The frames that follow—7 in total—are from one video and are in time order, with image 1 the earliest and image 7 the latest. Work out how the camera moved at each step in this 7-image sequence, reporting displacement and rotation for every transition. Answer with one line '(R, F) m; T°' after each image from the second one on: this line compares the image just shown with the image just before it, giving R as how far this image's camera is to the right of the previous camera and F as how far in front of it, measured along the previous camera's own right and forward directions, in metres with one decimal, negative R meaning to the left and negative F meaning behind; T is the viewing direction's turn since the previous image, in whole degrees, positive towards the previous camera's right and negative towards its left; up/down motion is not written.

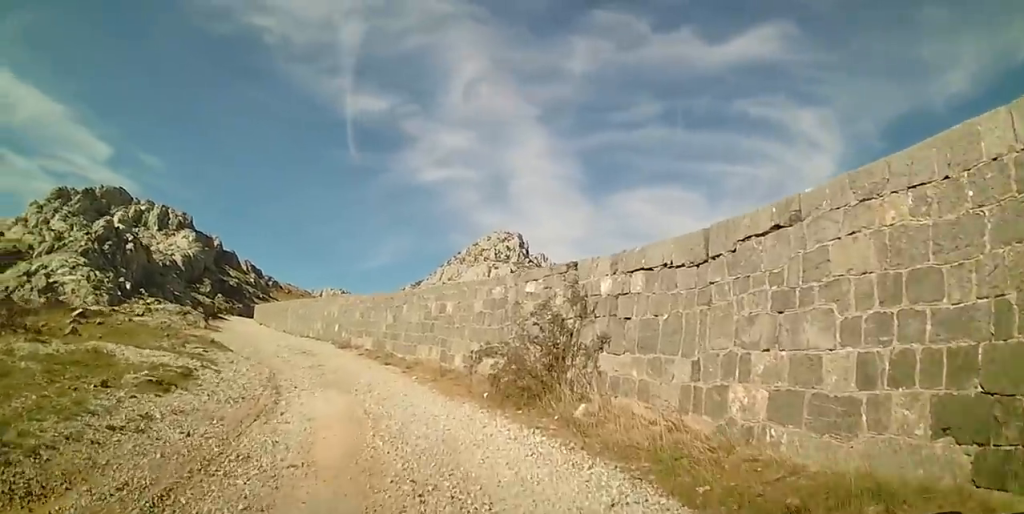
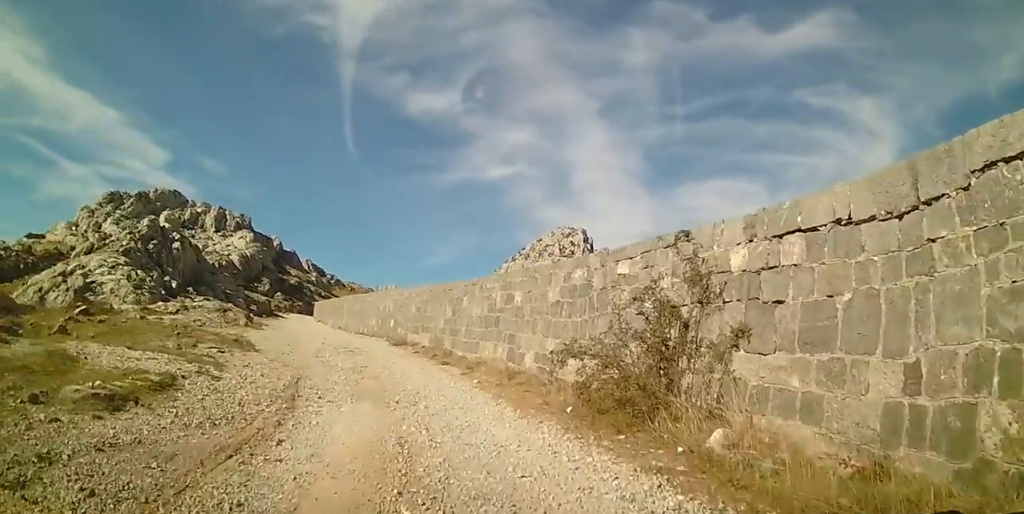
(-0.4, +2.7) m; -7°
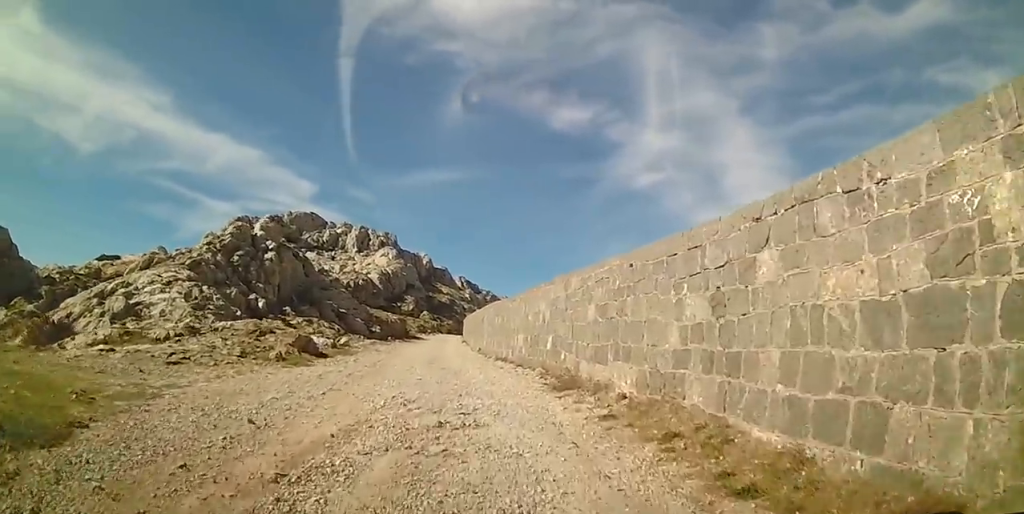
(-1.6, +11.0) m; -17°
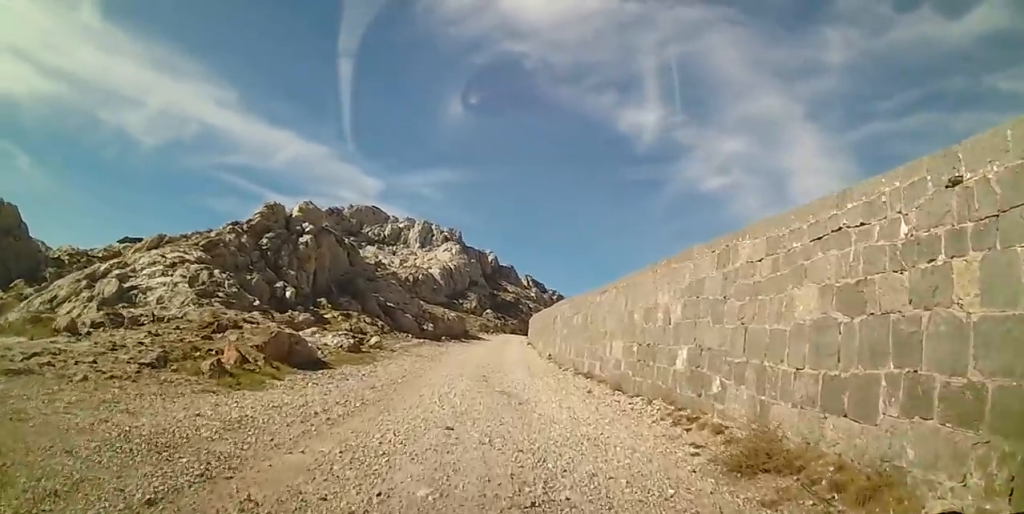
(-0.4, +5.8) m; -6°
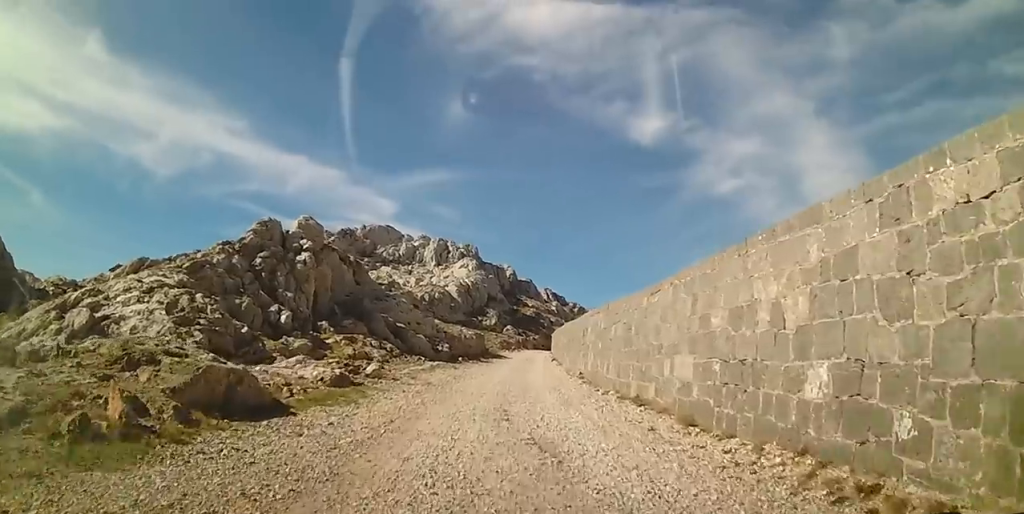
(-0.1, +3.3) m; 0°
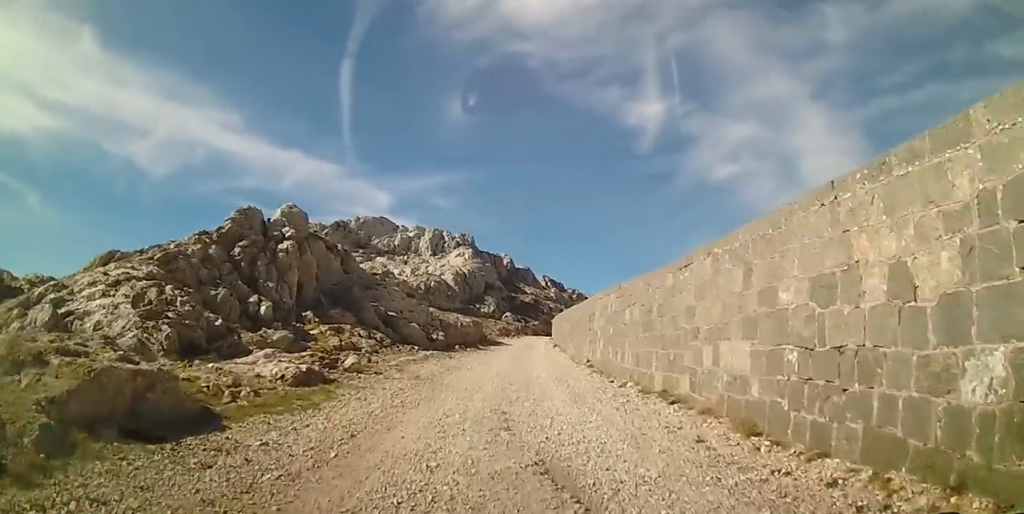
(+0.1, +2.1) m; +1°
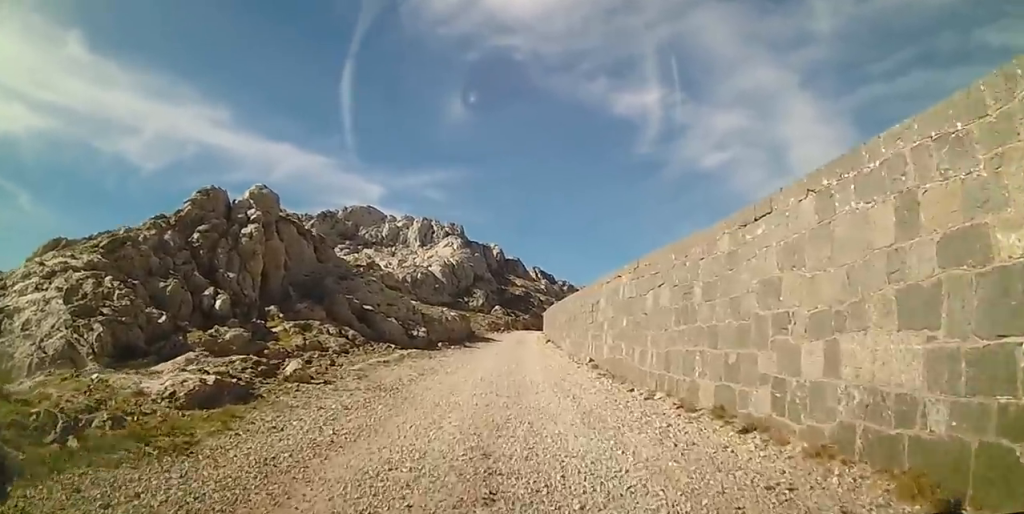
(0.0, +3.1) m; +2°
